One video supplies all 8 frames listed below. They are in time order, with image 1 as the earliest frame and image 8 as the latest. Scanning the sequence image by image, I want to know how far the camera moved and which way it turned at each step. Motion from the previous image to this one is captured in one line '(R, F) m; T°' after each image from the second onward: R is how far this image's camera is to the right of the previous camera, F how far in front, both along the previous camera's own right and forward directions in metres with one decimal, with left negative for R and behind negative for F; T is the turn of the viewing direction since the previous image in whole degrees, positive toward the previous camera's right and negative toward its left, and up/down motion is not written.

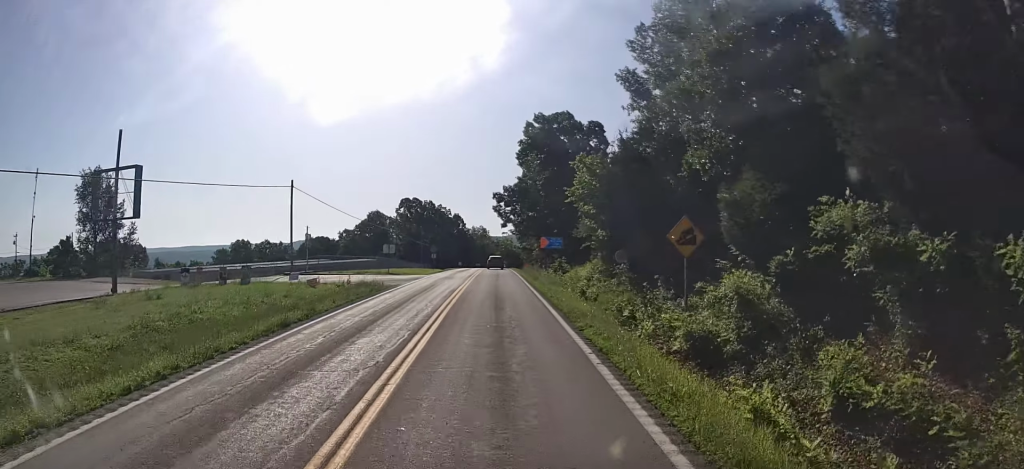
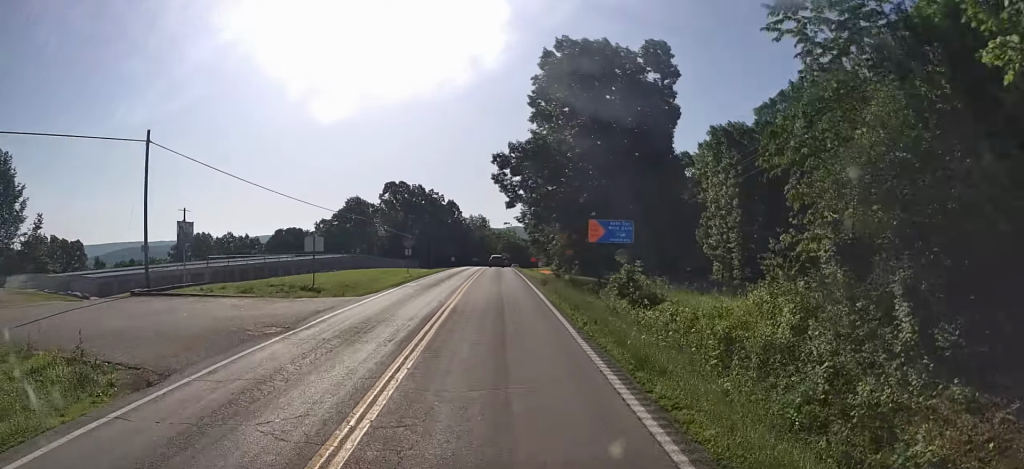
(+0.2, +25.3) m; 0°
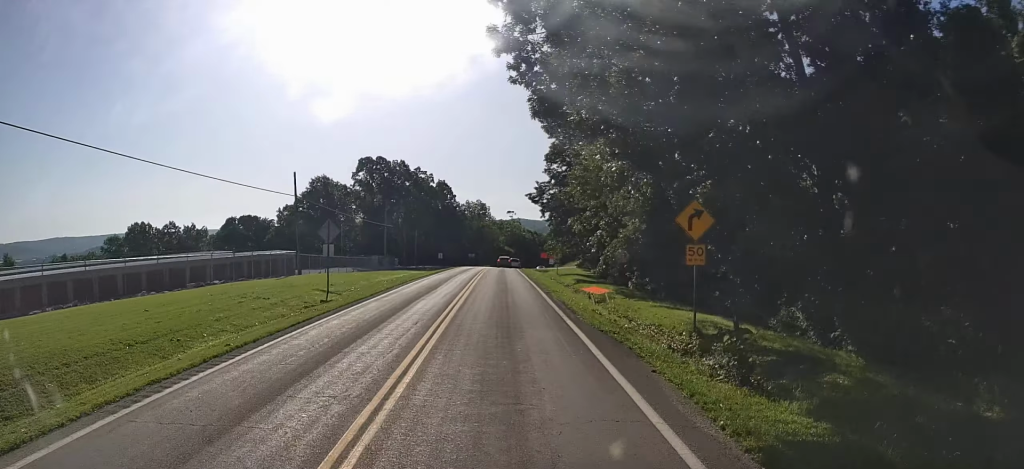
(0.0, +28.9) m; 0°
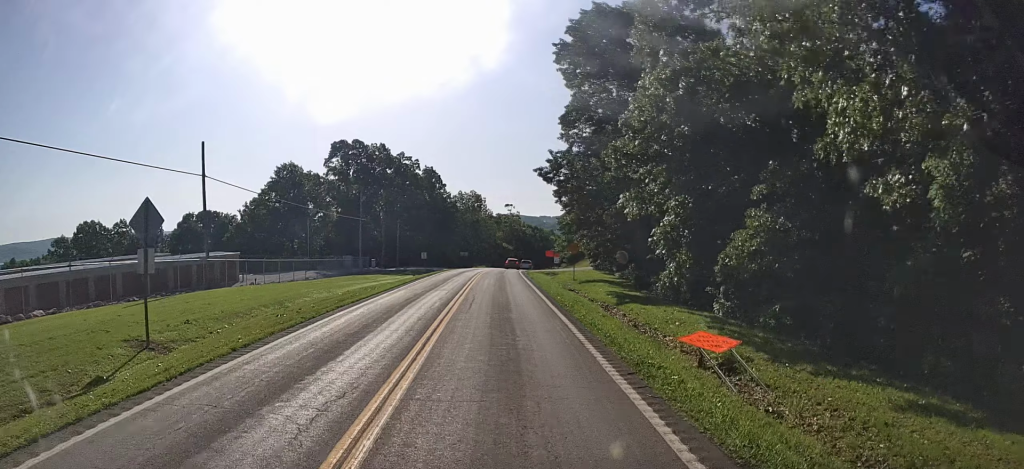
(0.0, +16.7) m; 0°
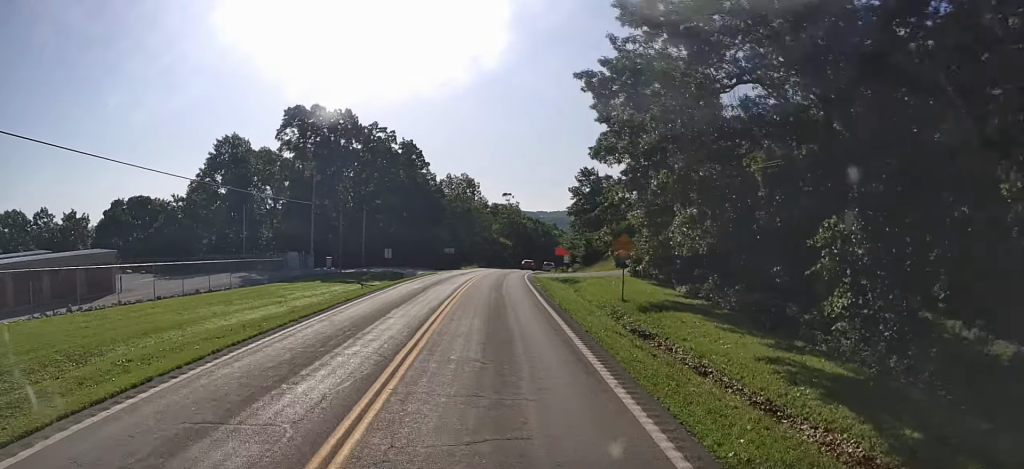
(0.0, +21.3) m; 0°
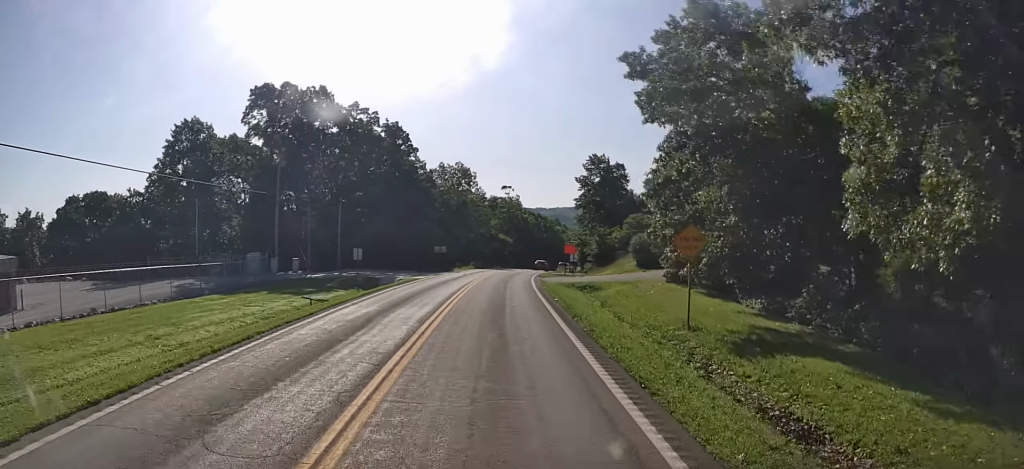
(0.0, +10.7) m; 0°
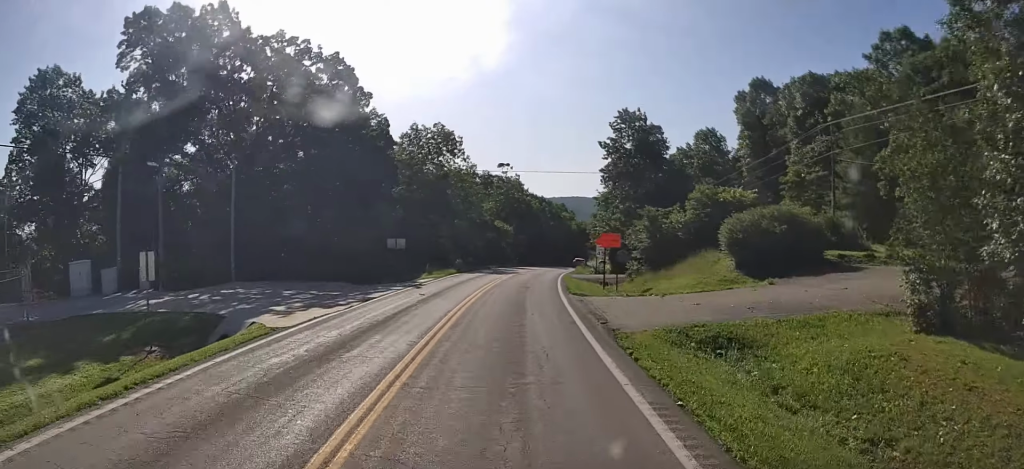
(0.0, +24.4) m; 0°
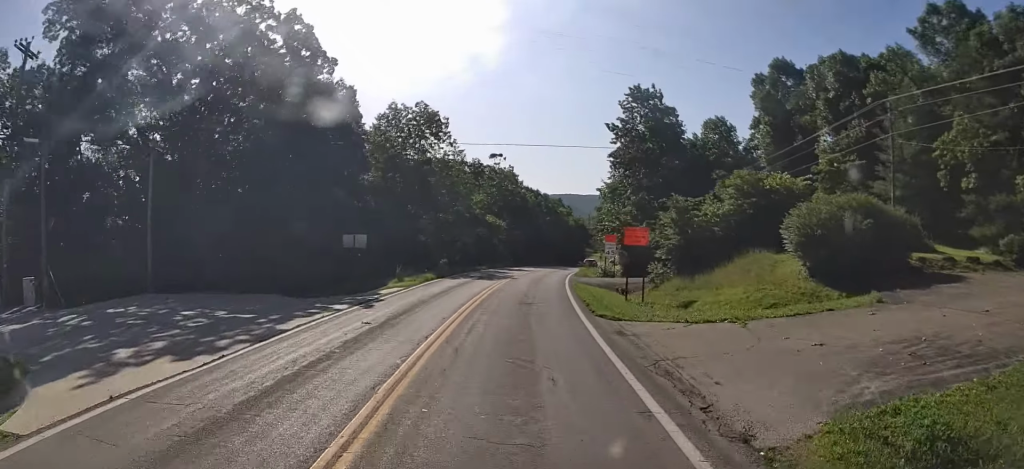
(0.0, +8.7) m; 0°
